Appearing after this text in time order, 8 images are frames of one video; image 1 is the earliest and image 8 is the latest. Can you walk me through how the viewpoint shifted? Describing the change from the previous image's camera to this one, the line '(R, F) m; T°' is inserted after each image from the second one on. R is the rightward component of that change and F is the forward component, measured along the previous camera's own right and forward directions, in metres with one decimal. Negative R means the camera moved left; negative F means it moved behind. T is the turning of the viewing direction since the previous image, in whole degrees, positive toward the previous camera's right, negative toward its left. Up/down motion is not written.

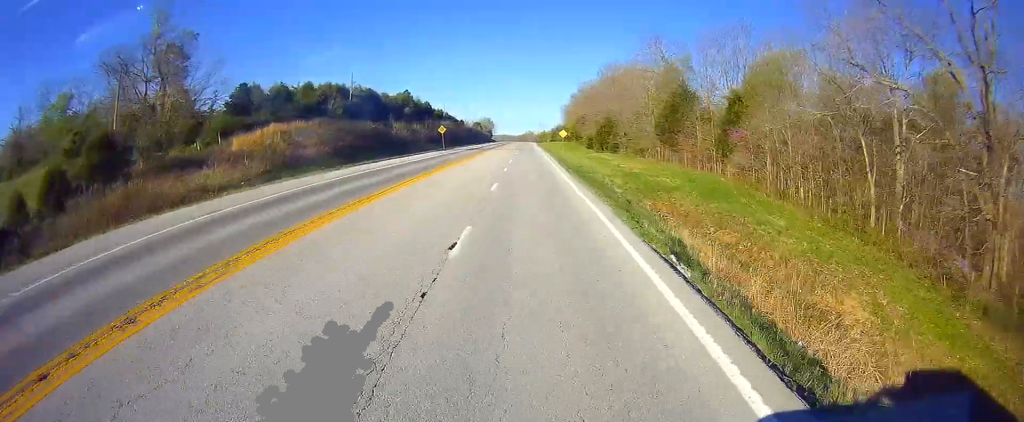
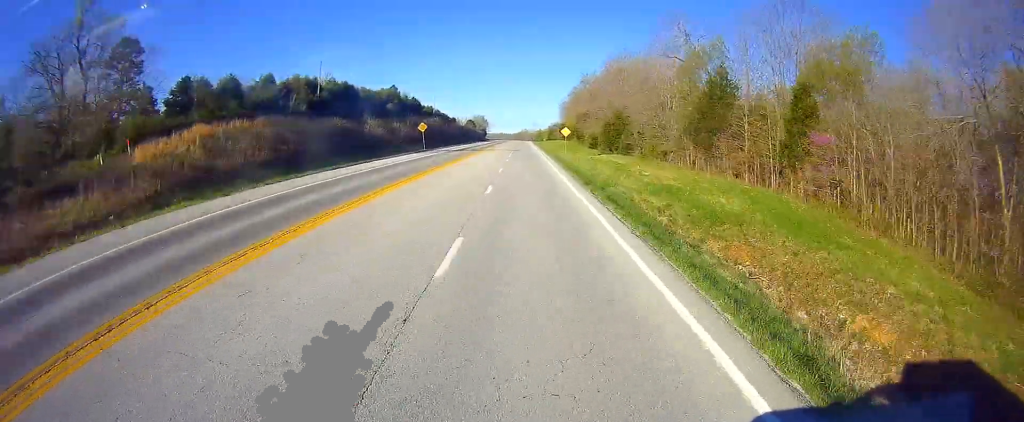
(0.0, +13.4) m; 0°
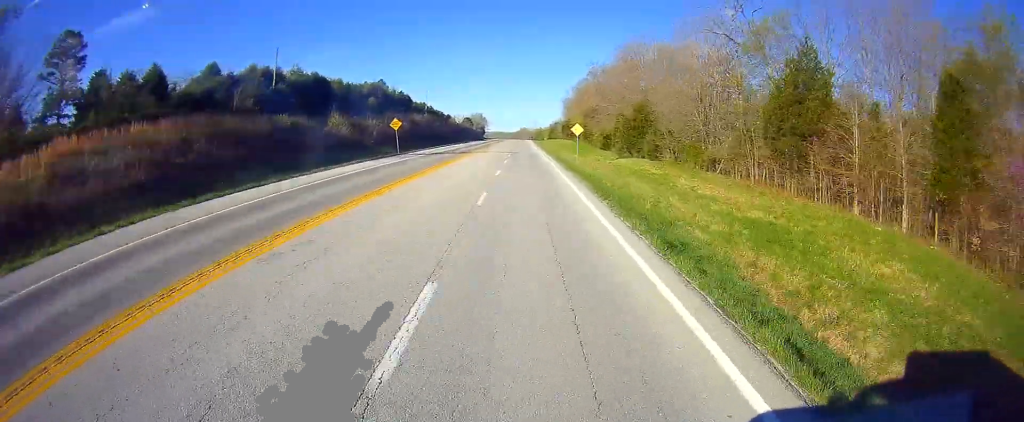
(-0.2, +15.5) m; 0°
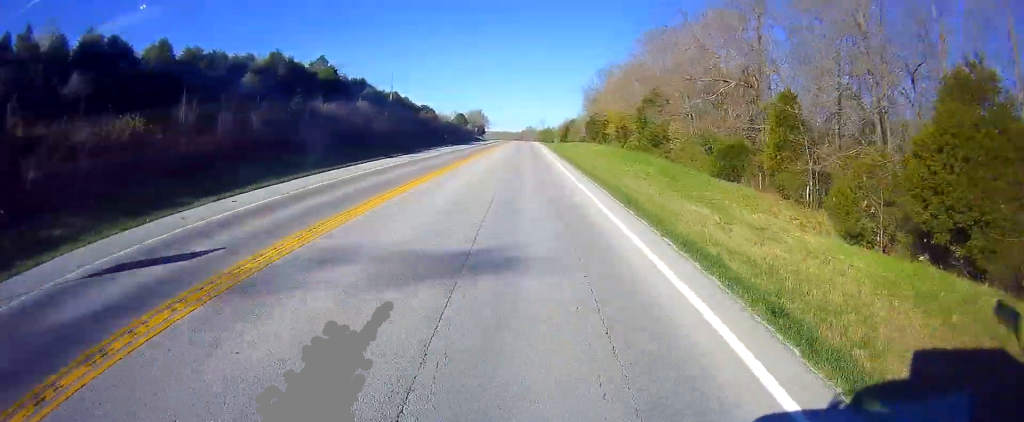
(-0.2, +53.5) m; 0°
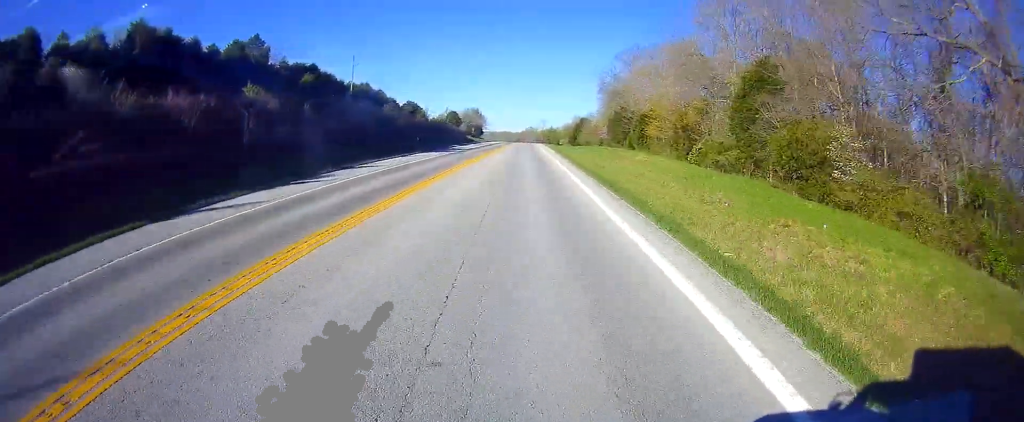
(0.0, +29.9) m; 0°
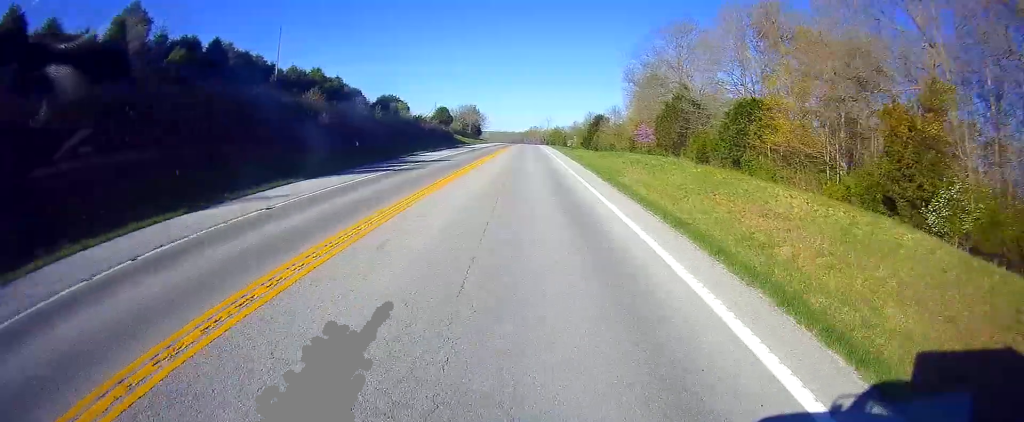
(0.0, +30.9) m; 0°
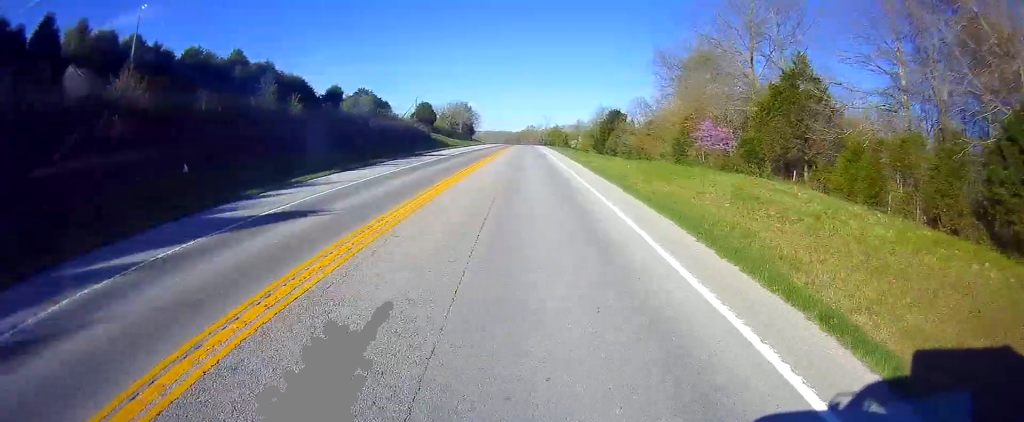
(+0.1, +26.9) m; 0°
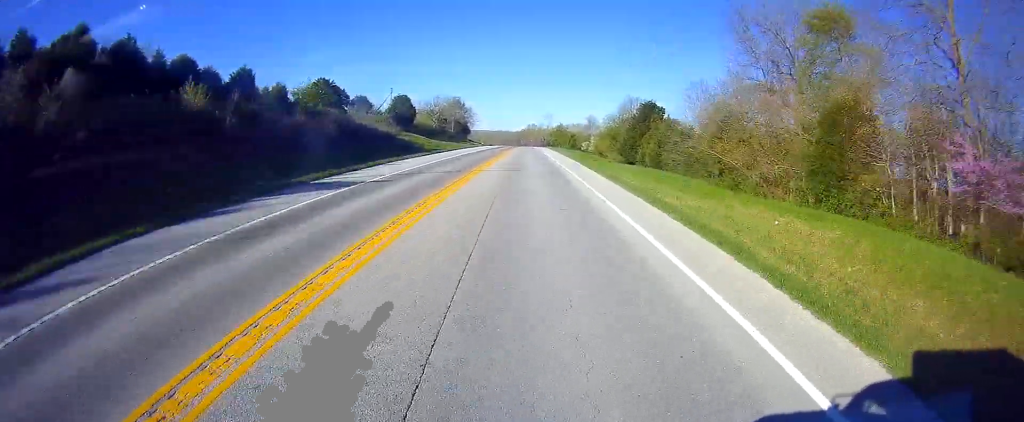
(+0.2, +29.0) m; 0°
